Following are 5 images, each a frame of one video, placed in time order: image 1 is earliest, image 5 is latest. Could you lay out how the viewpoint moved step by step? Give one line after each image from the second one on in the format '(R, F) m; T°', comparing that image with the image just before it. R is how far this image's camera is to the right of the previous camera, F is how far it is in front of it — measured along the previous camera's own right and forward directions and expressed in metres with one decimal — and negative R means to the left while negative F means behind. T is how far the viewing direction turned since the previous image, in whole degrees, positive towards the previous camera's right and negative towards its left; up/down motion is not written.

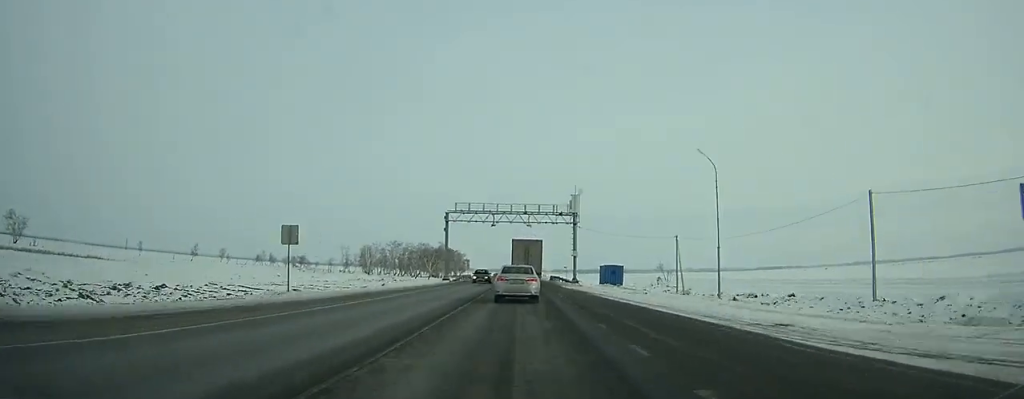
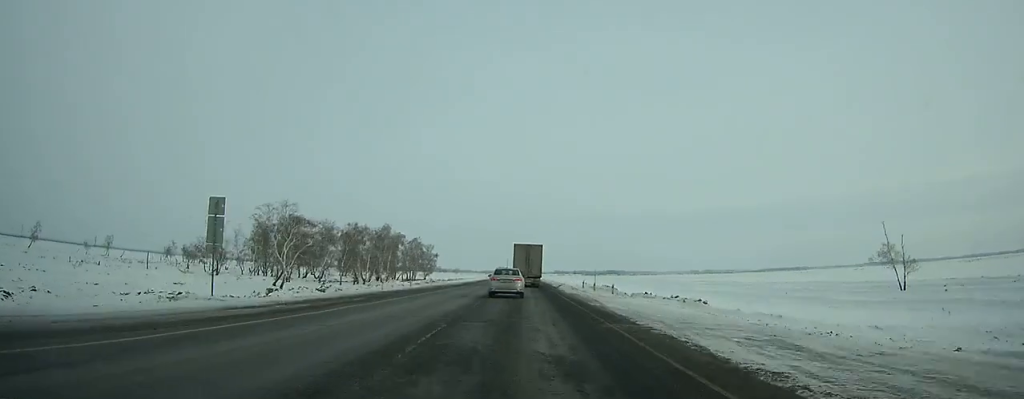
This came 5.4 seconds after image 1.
(+0.2, +112.6) m; 0°
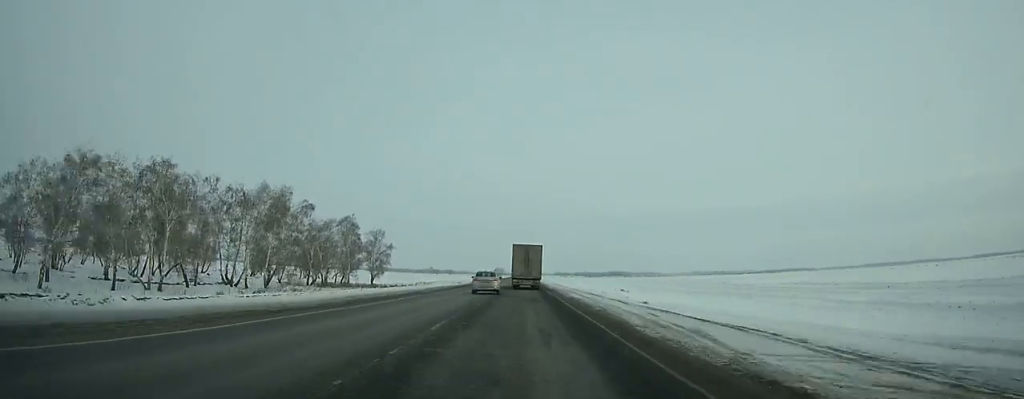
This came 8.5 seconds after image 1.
(+0.1, +69.9) m; 0°
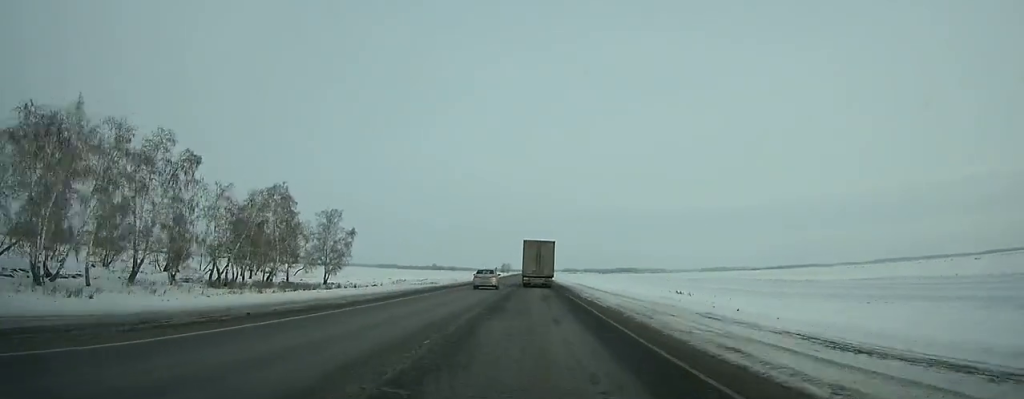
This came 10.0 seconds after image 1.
(0.0, +35.4) m; 0°
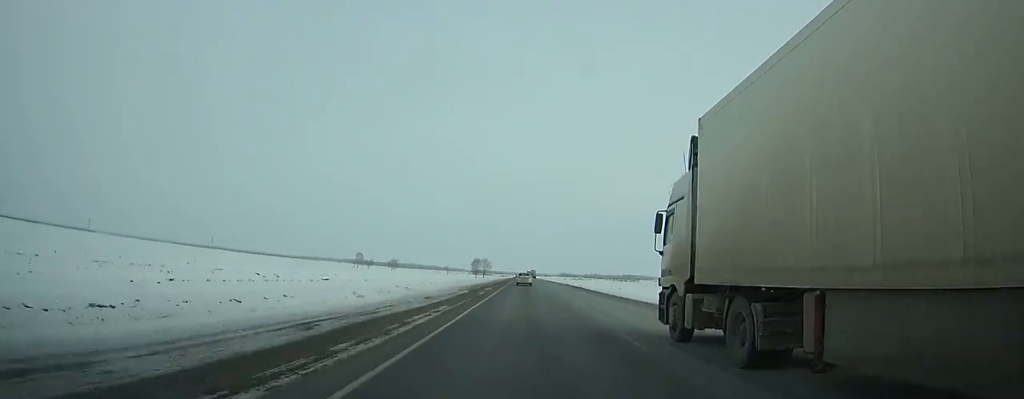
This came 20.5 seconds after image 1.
(-1.1, +281.5) m; 0°
